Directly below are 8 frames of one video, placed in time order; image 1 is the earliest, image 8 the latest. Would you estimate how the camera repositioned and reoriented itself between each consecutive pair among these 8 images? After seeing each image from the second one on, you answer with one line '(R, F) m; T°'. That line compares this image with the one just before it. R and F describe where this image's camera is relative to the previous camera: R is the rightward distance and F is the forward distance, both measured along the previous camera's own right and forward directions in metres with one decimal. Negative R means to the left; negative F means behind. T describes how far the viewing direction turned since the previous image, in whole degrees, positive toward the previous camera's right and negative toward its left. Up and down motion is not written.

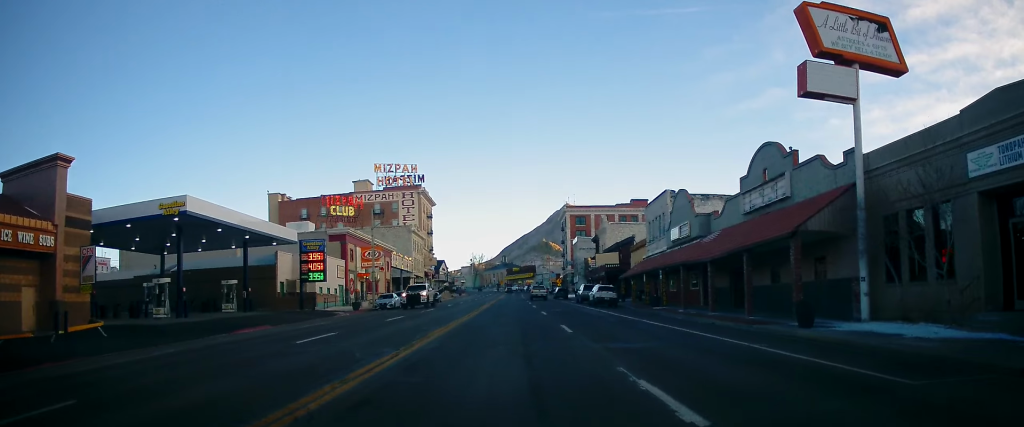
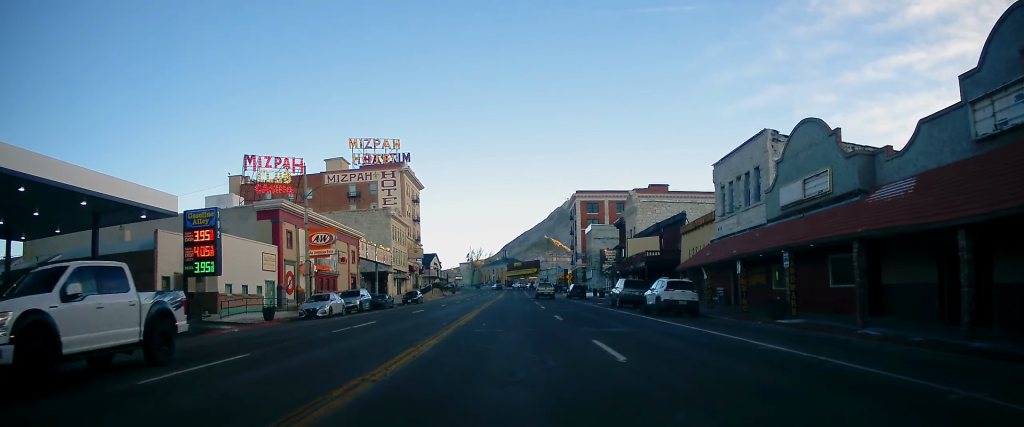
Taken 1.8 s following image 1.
(-0.2, +19.2) m; 0°
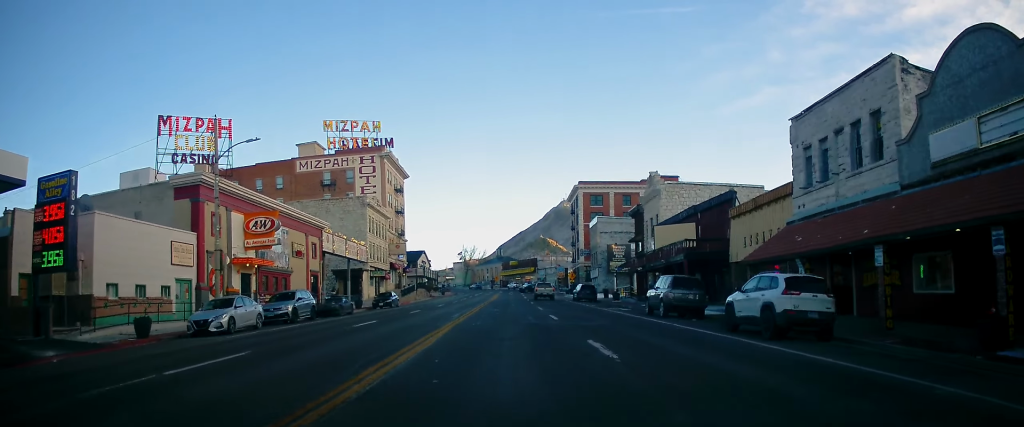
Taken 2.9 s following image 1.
(0.0, +11.8) m; 0°
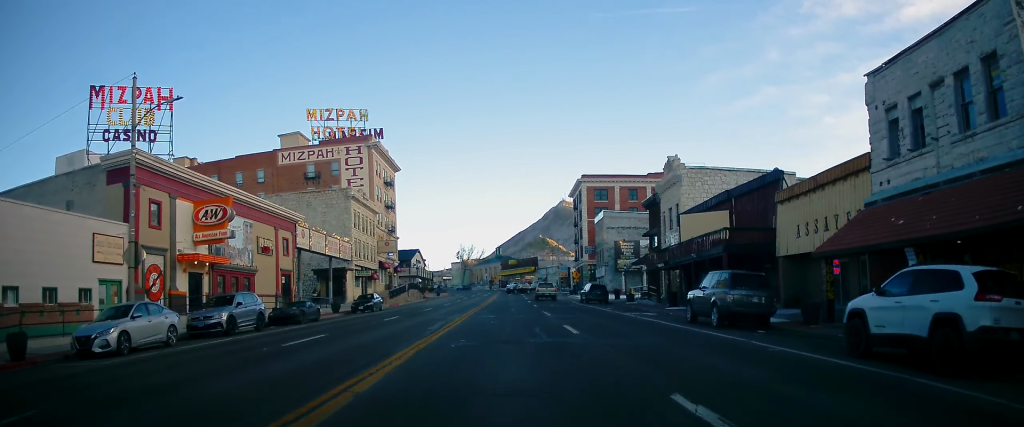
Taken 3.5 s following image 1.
(0.0, +6.8) m; 0°
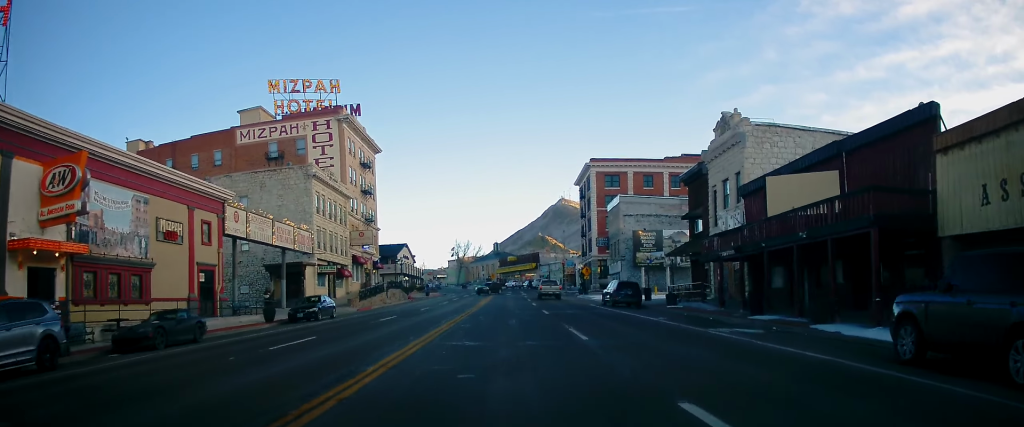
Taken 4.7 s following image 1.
(0.0, +13.0) m; 0°
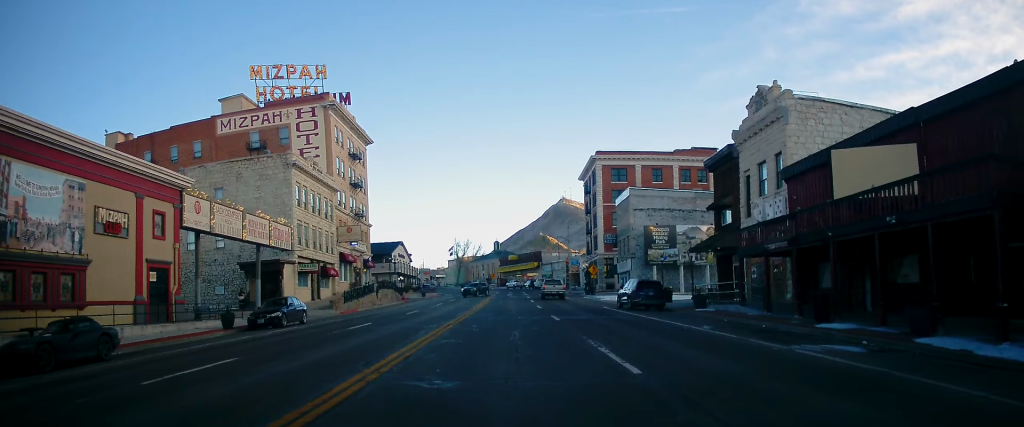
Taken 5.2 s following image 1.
(0.0, +5.4) m; 0°
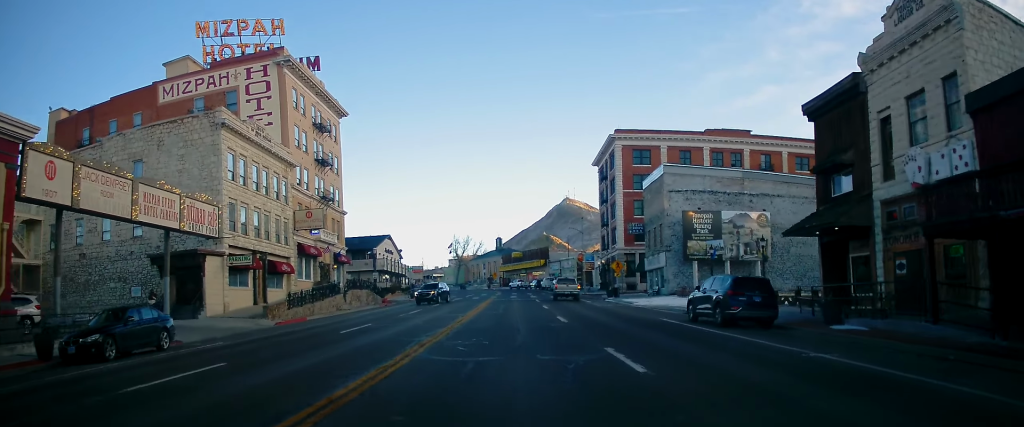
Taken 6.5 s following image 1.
(+0.1, +13.4) m; 0°
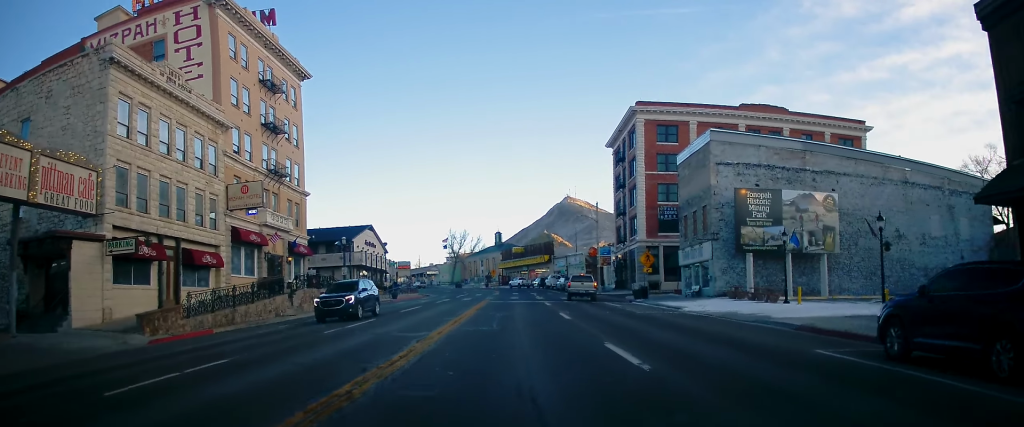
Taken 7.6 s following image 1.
(-0.1, +12.1) m; -2°
